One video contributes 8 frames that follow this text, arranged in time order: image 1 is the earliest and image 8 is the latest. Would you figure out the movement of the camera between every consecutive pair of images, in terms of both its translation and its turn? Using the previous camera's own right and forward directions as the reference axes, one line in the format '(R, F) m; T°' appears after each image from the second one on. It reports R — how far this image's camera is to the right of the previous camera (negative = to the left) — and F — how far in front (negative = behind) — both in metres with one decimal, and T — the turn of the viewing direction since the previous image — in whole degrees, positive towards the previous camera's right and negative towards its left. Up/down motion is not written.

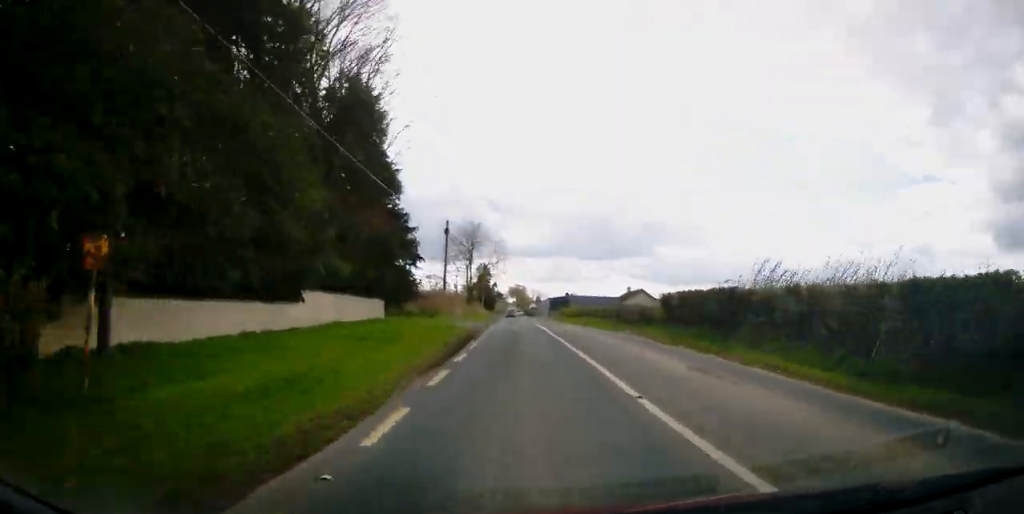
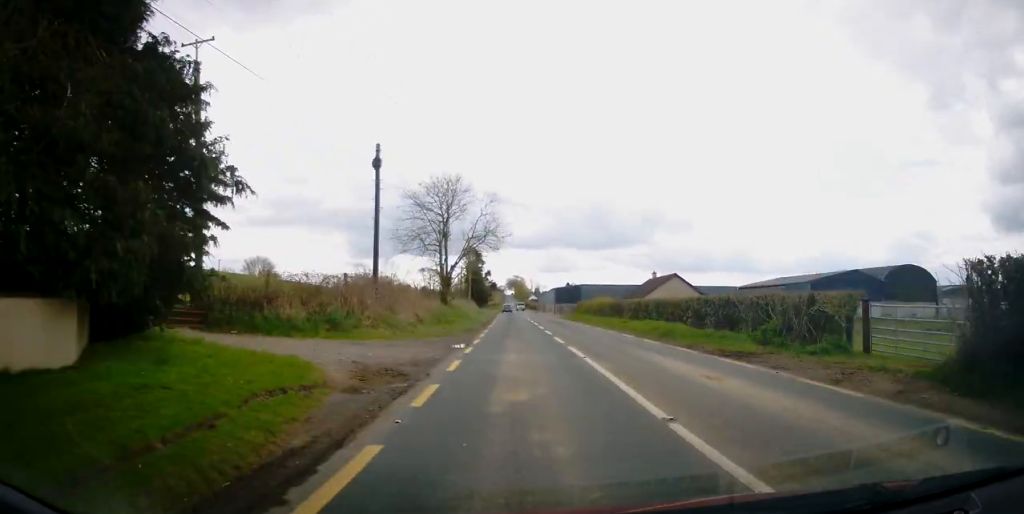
(-0.2, +21.8) m; -1°
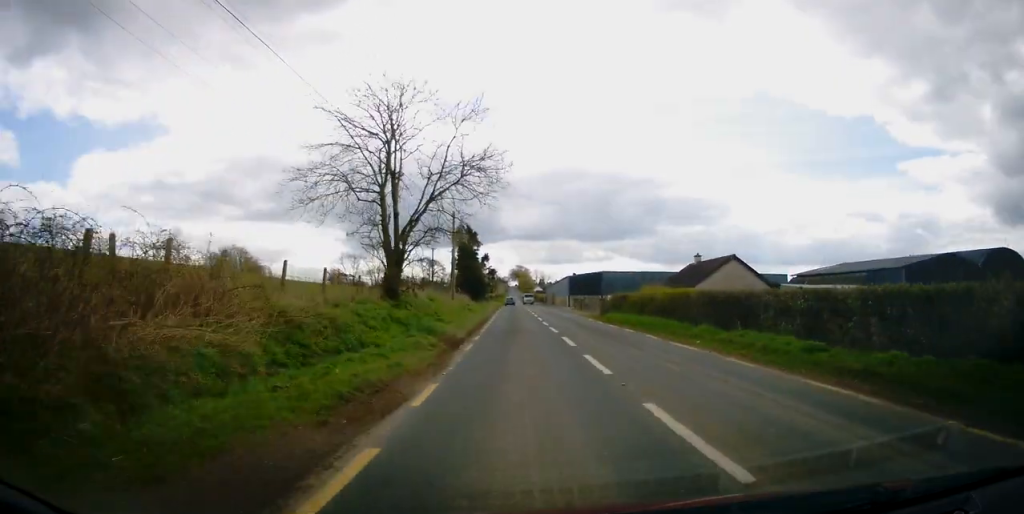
(0.0, +20.0) m; 0°
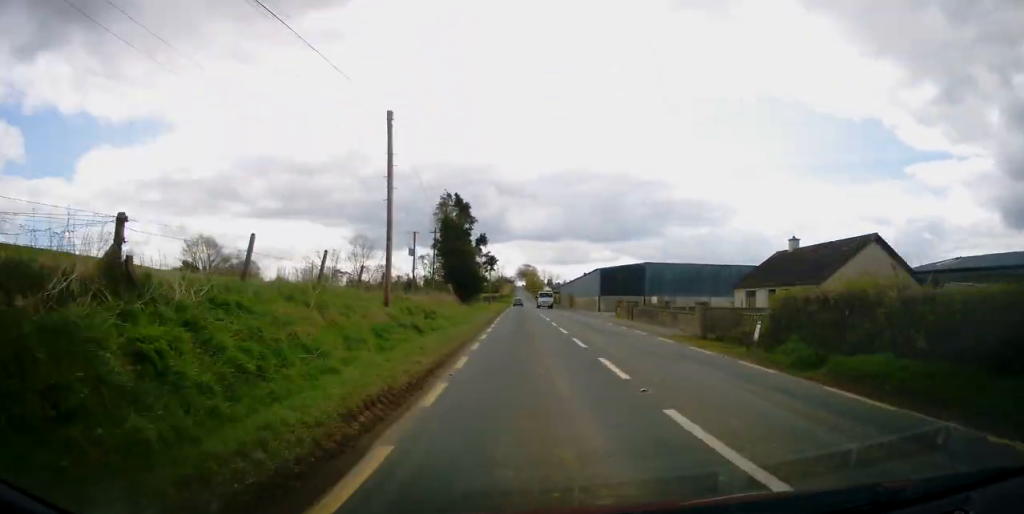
(-0.2, +23.8) m; -1°
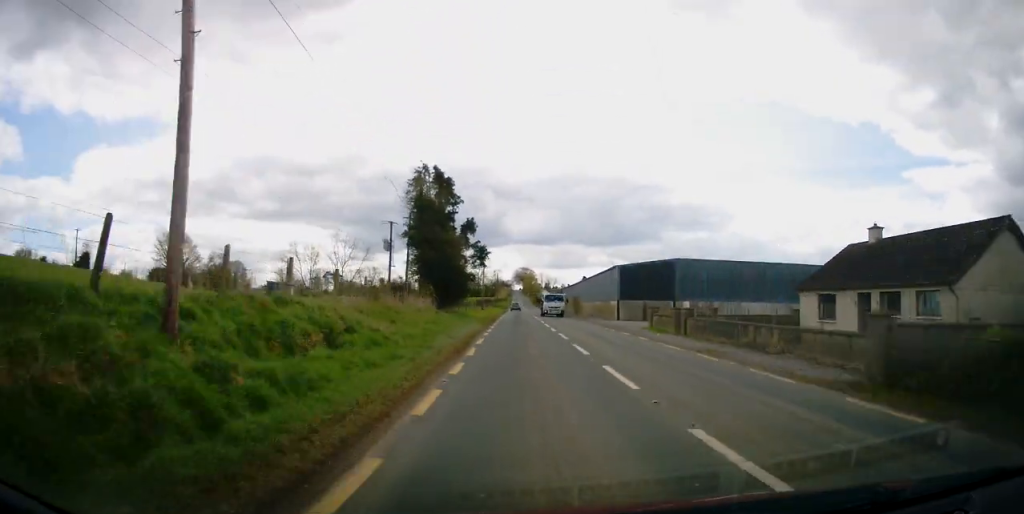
(-0.1, +12.4) m; 0°
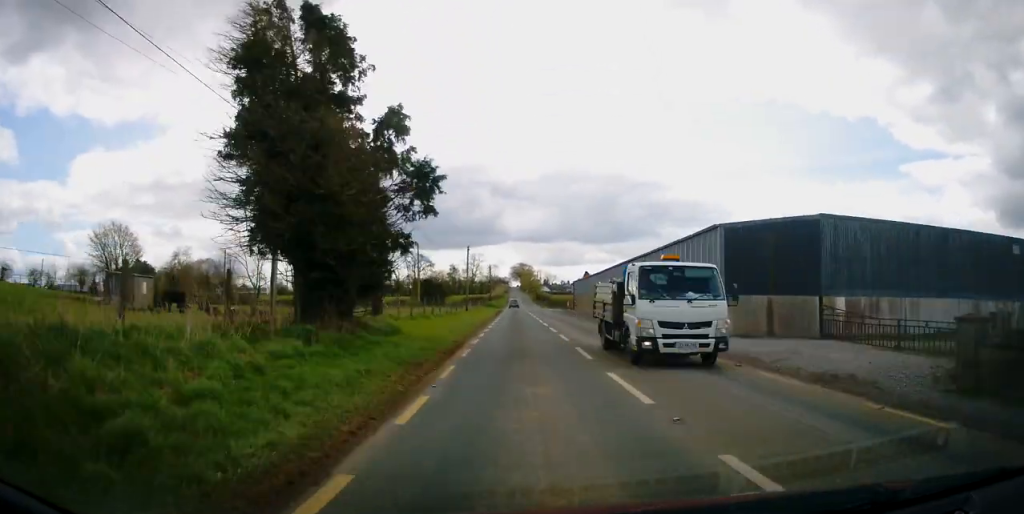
(+0.3, +24.4) m; 0°
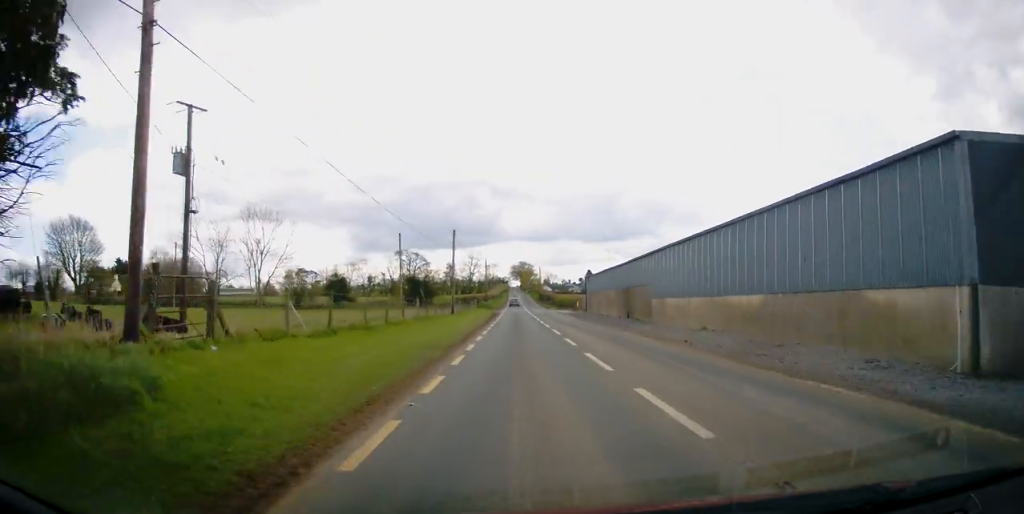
(-0.2, +14.0) m; 0°
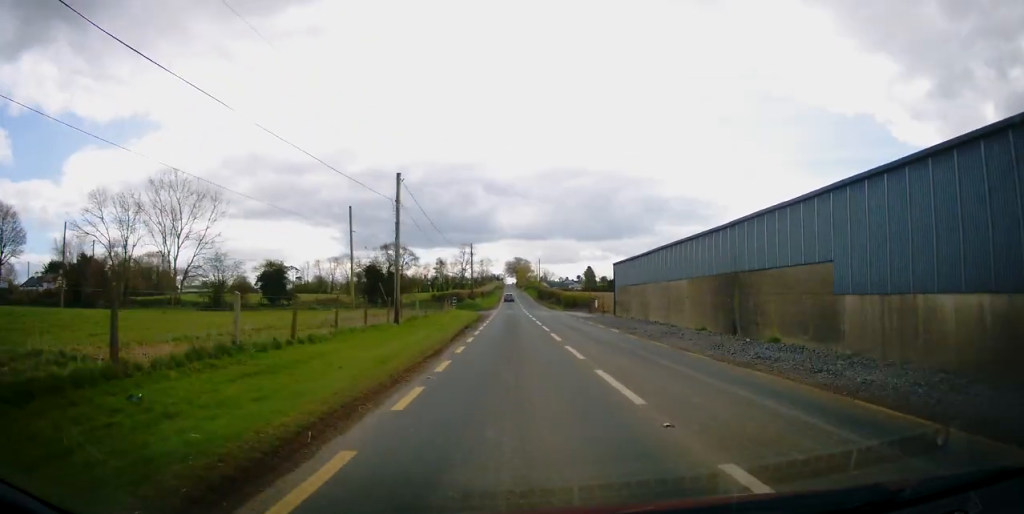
(+0.3, +21.3) m; +1°
